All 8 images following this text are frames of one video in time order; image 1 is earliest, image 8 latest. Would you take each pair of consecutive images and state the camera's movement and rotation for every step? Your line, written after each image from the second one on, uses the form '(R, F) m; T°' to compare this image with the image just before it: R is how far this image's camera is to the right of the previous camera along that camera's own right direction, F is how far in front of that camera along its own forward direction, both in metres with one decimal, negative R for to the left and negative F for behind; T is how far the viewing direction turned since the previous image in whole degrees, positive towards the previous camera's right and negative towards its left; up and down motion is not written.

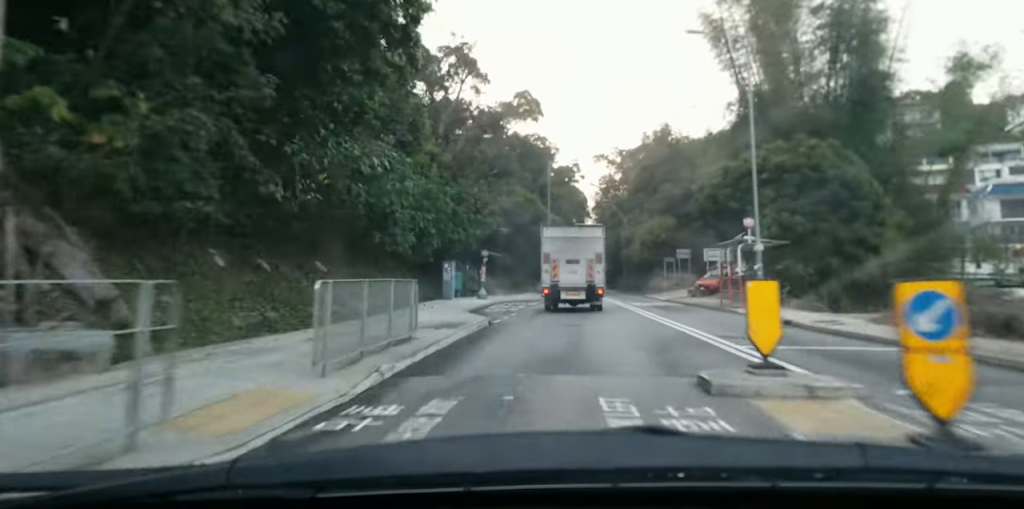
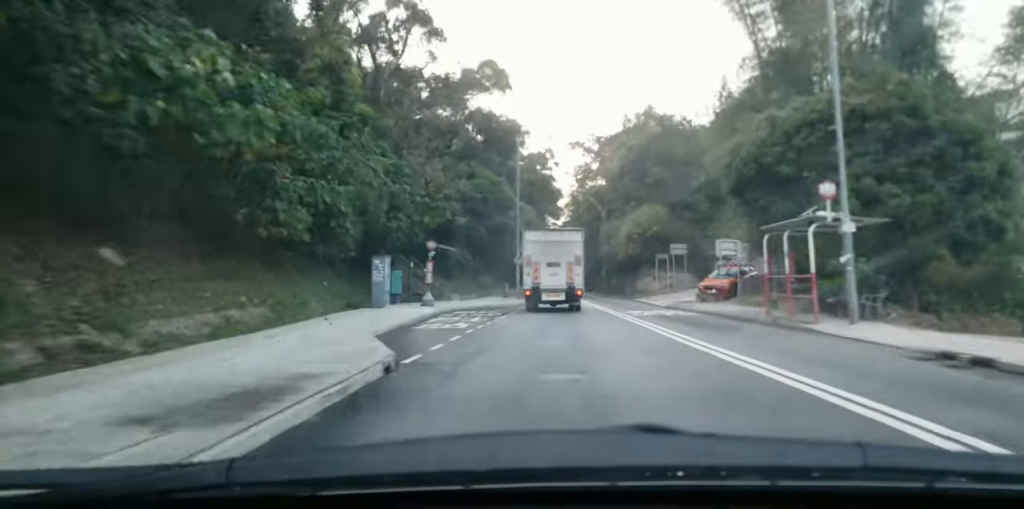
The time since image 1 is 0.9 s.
(+0.2, +11.6) m; 0°
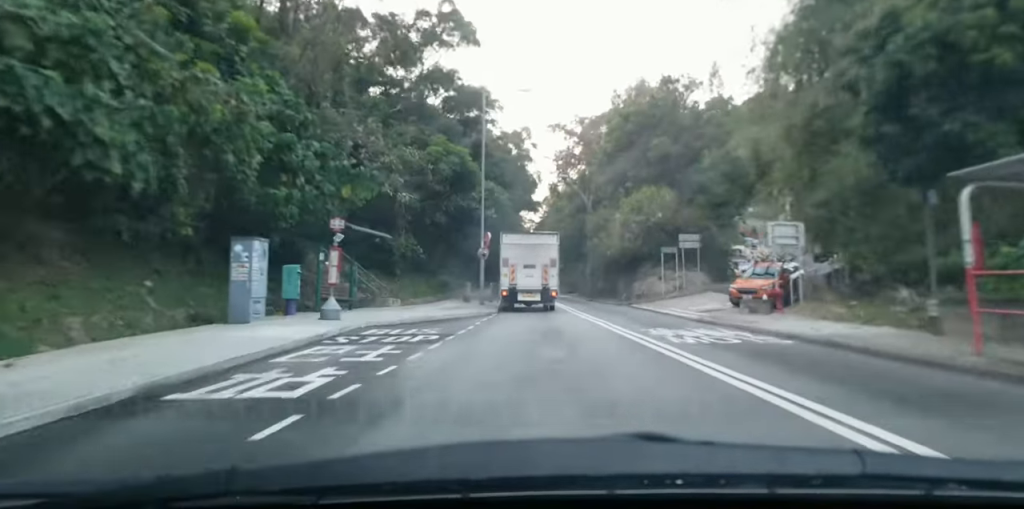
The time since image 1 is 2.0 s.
(-0.1, +14.2) m; 0°
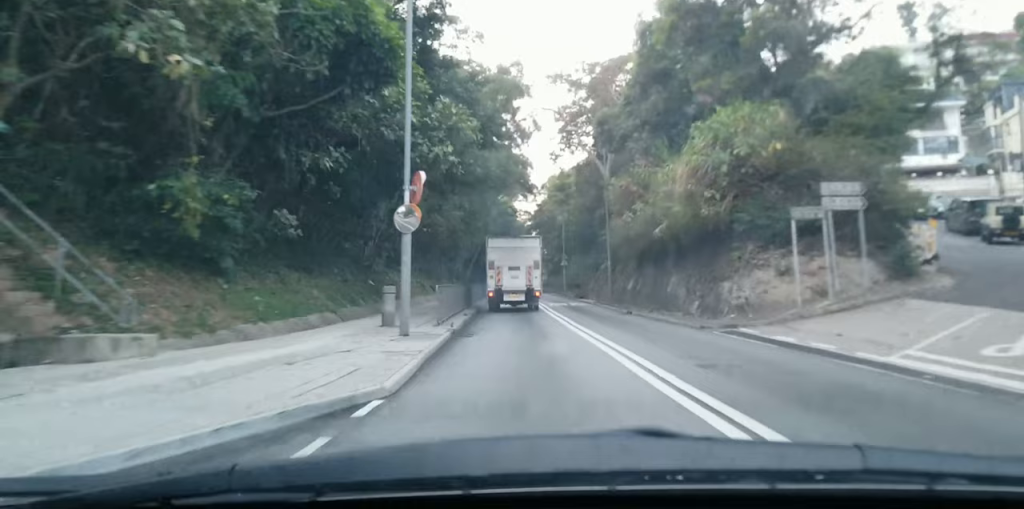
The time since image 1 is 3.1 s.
(0.0, +16.1) m; 0°
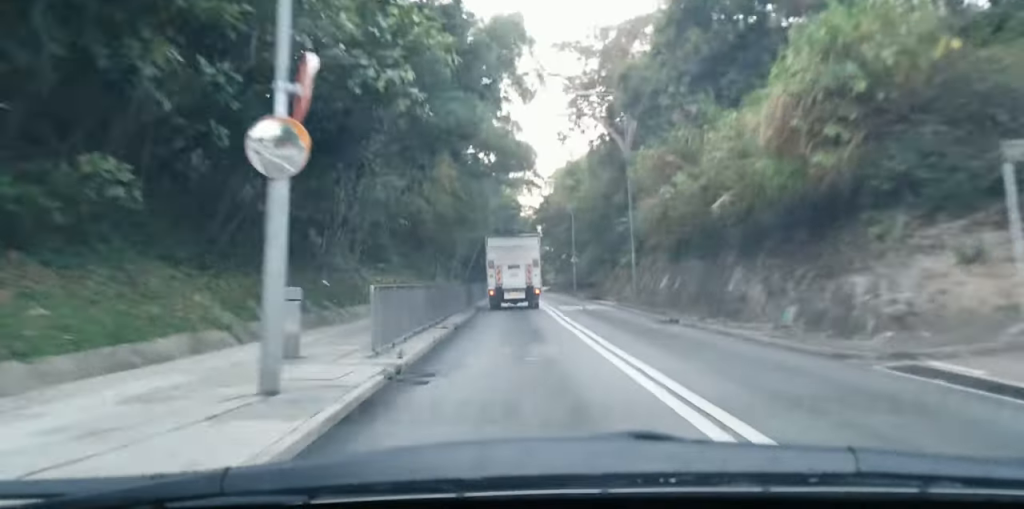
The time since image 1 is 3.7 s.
(0.0, +9.4) m; 0°
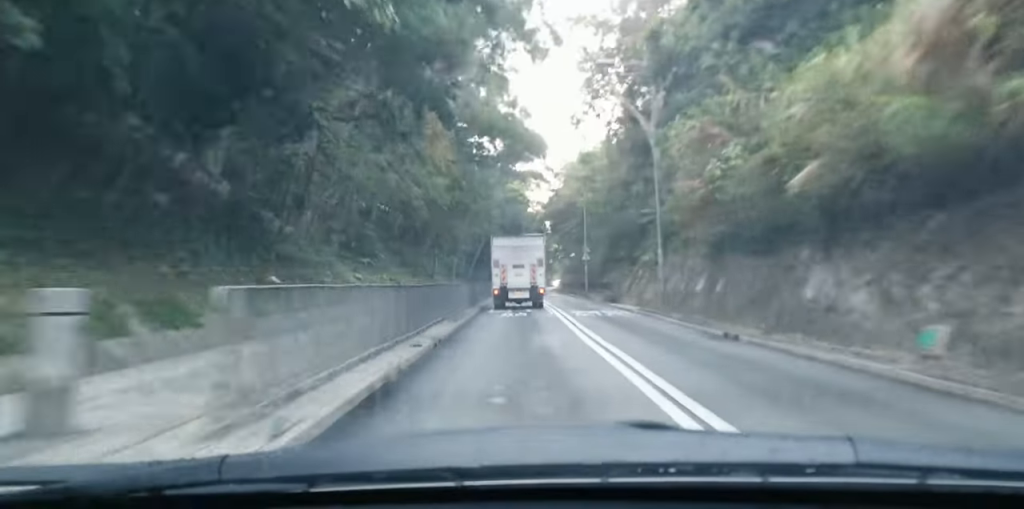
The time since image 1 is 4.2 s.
(0.0, +6.5) m; 0°
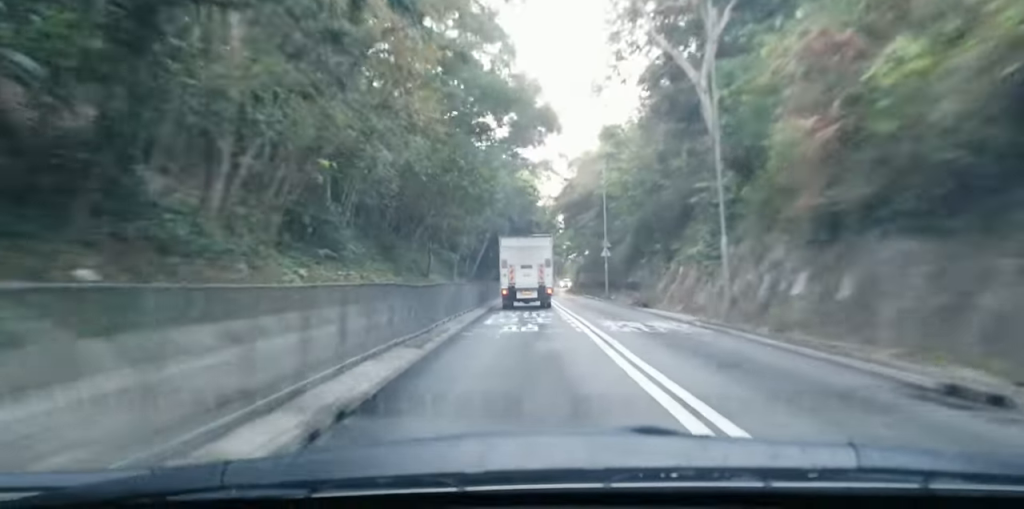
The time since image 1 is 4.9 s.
(0.0, +10.4) m; 0°
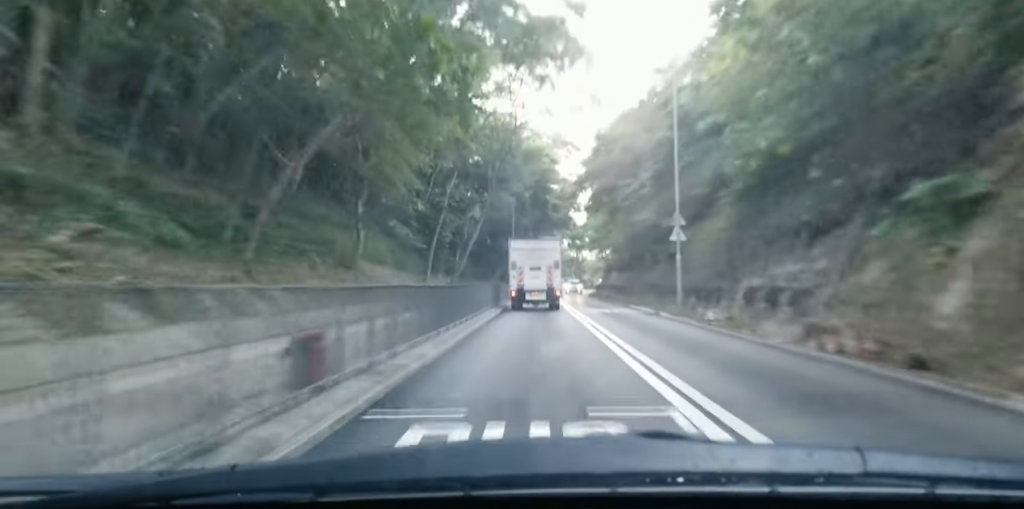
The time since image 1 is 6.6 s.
(-0.2, +23.7) m; -1°
